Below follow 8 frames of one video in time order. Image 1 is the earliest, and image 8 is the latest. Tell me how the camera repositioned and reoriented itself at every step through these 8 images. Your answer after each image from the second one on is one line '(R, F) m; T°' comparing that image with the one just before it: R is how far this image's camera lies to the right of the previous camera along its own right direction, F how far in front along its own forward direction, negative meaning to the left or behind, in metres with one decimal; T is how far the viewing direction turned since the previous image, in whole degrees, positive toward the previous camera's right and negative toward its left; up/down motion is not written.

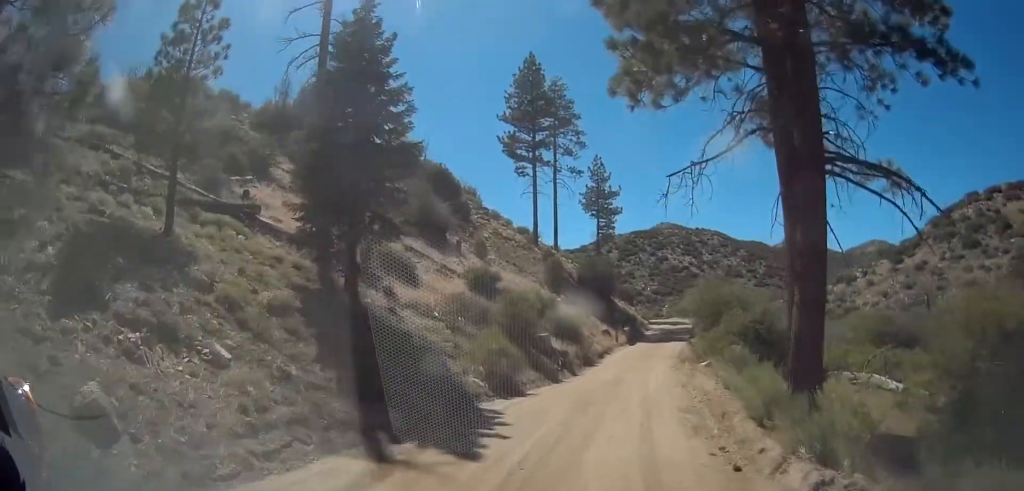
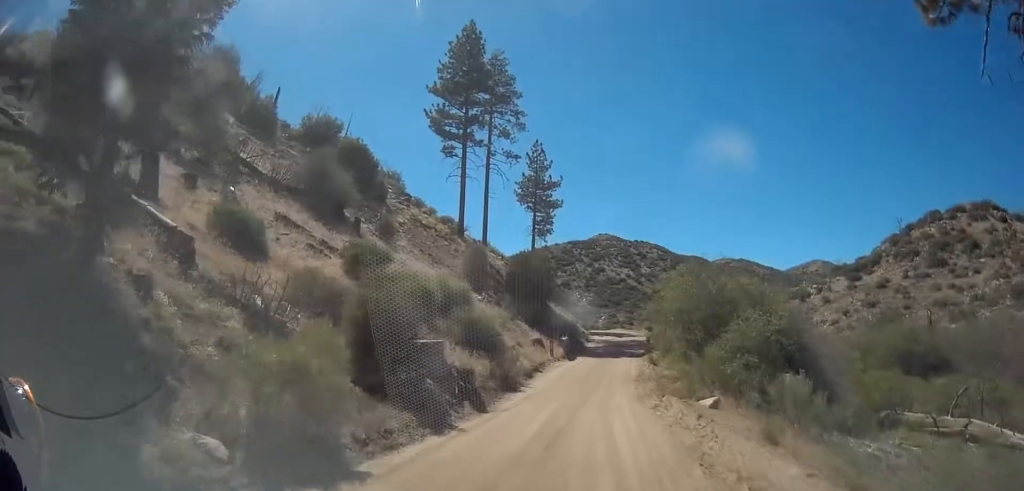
(+0.5, +10.0) m; +7°
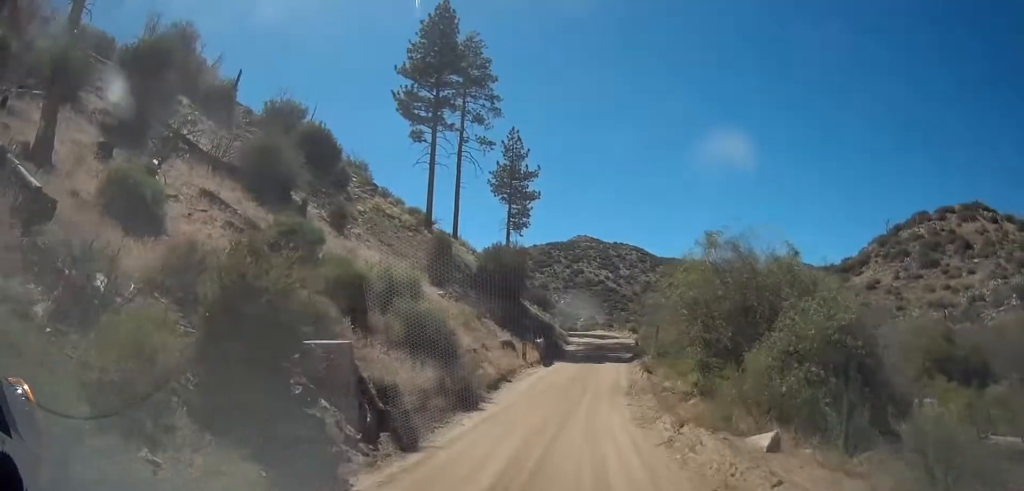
(0.0, +4.9) m; +2°
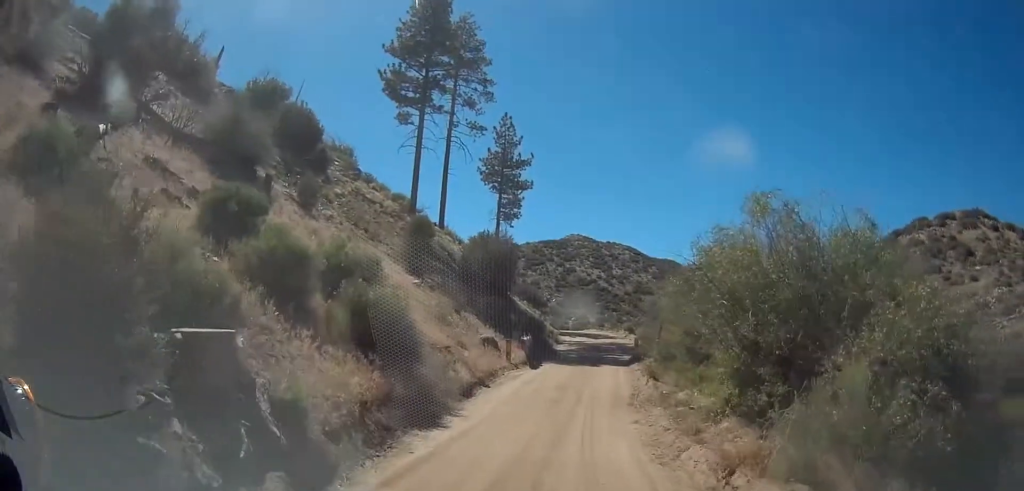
(+0.2, +3.6) m; 0°
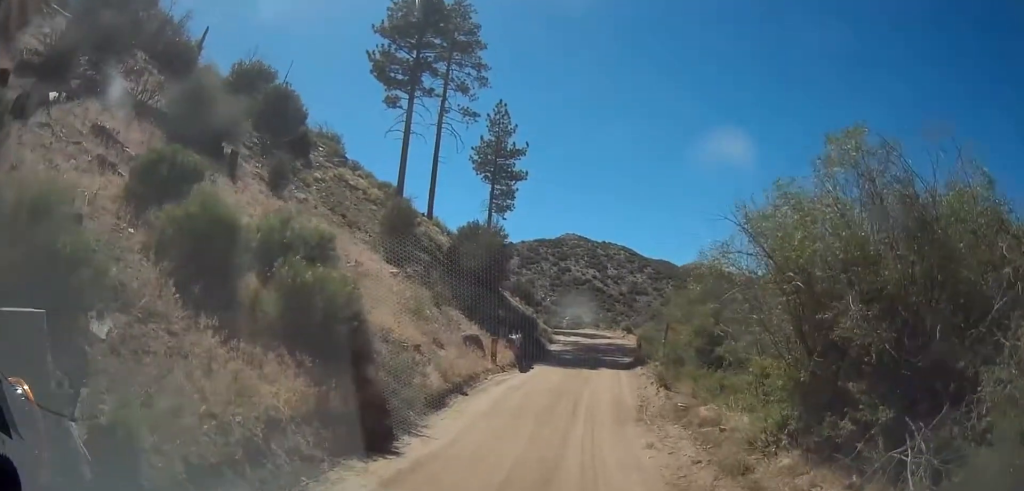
(-0.2, +3.0) m; 0°
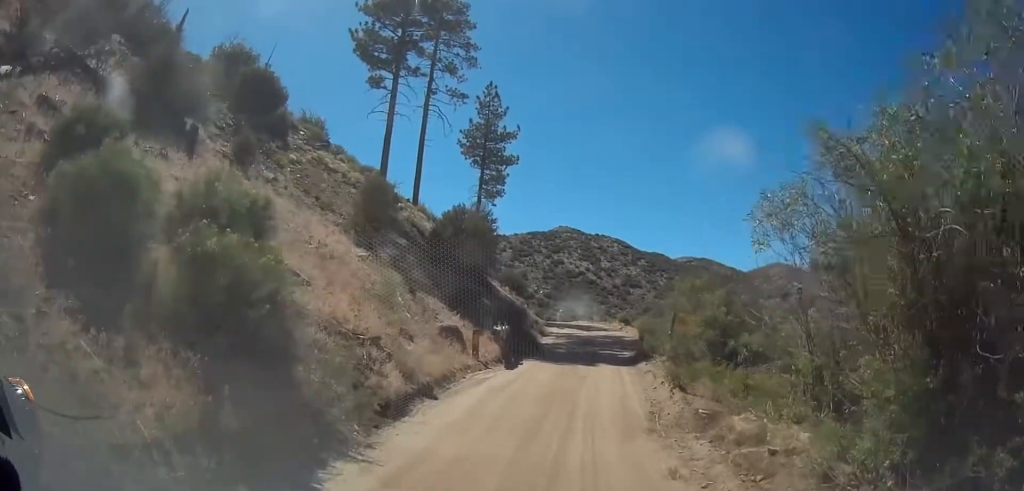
(-0.2, +2.7) m; +1°
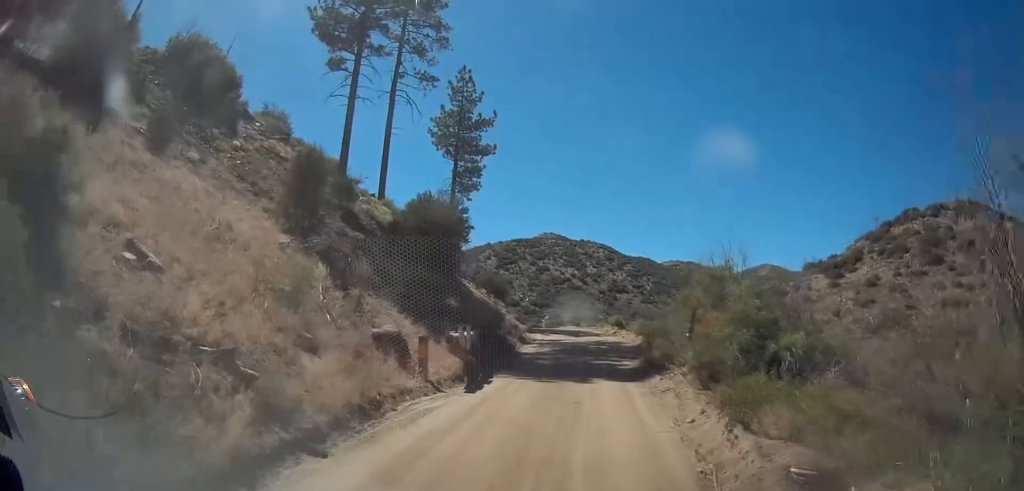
(+0.4, +5.1) m; +6°
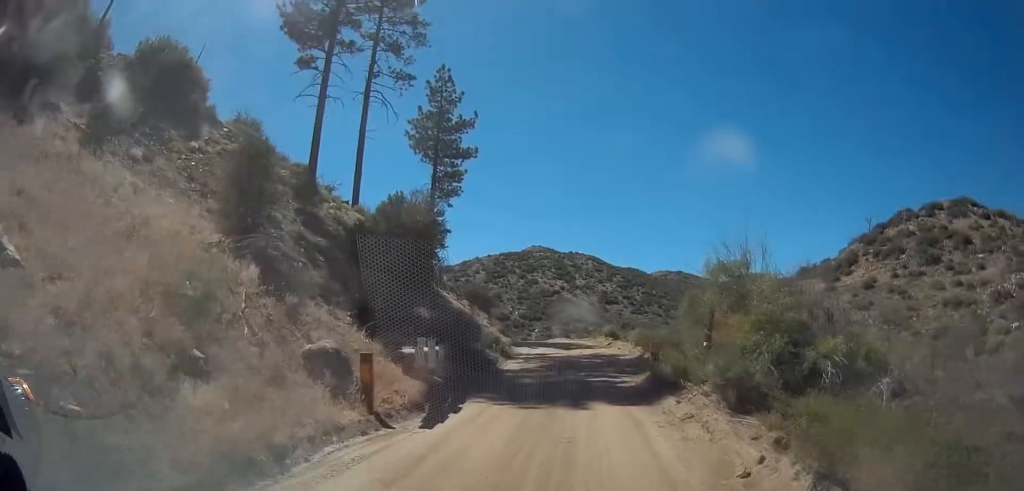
(+0.1, +2.9) m; 0°
